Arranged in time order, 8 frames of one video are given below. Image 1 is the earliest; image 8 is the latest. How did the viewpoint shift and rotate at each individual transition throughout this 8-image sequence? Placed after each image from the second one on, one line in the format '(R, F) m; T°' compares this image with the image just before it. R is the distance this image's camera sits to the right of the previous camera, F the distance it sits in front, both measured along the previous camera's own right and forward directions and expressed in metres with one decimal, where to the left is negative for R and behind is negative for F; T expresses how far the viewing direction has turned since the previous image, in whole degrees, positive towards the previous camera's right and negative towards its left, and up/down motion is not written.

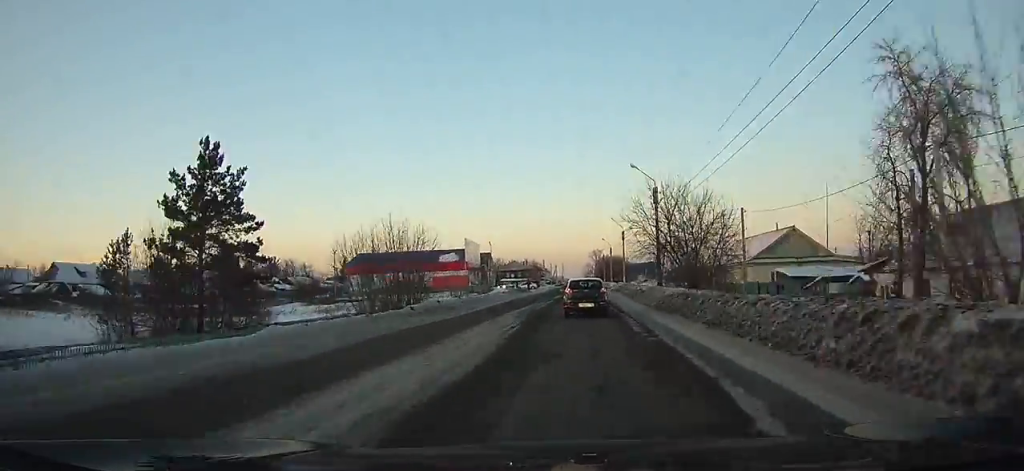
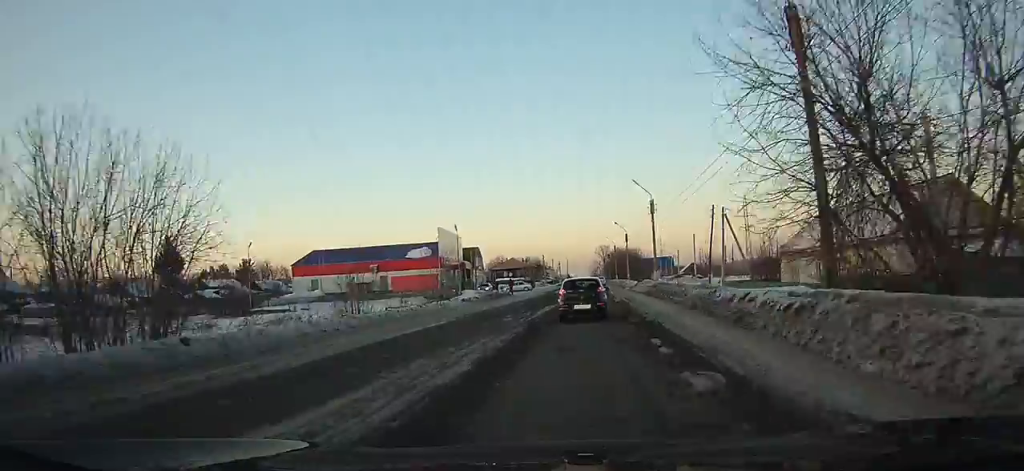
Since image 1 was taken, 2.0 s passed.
(-0.1, +23.5) m; -1°
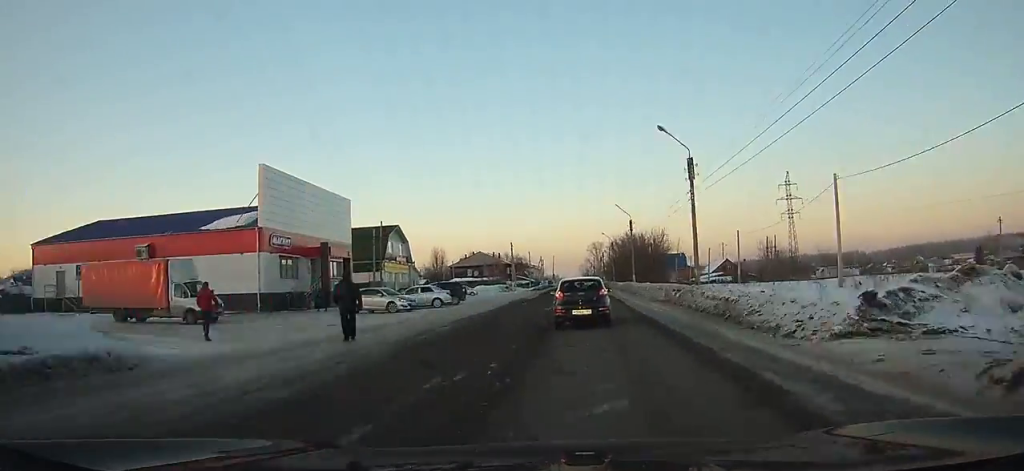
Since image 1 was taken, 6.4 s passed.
(-0.6, +48.9) m; -1°
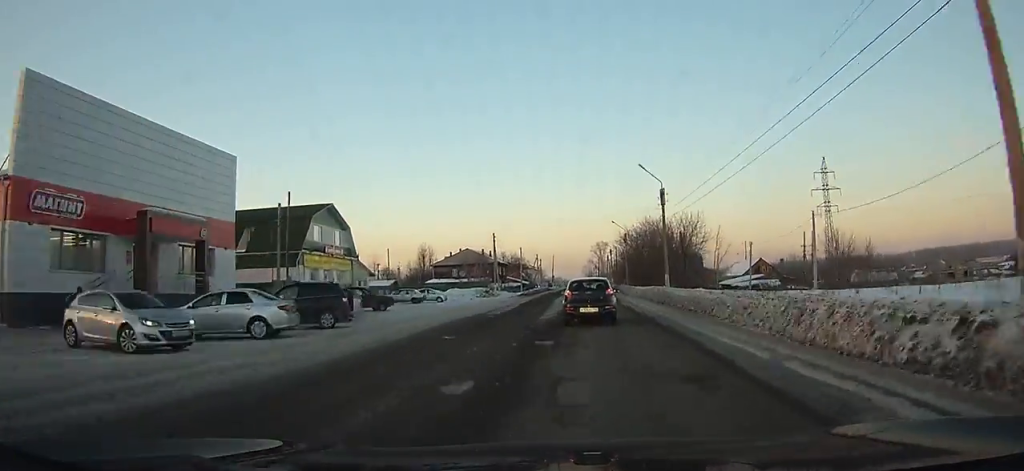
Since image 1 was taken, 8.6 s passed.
(-0.3, +22.8) m; +1°
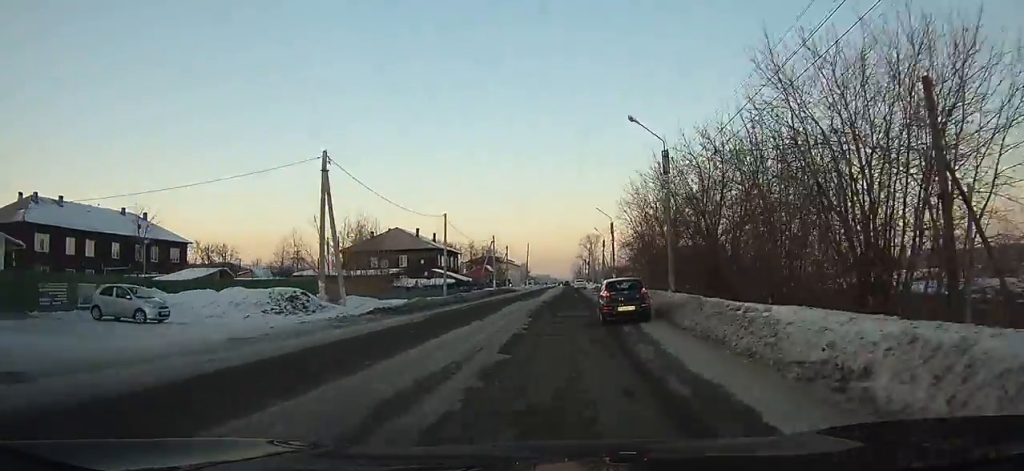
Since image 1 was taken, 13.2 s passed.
(+1.4, +46.5) m; +2°
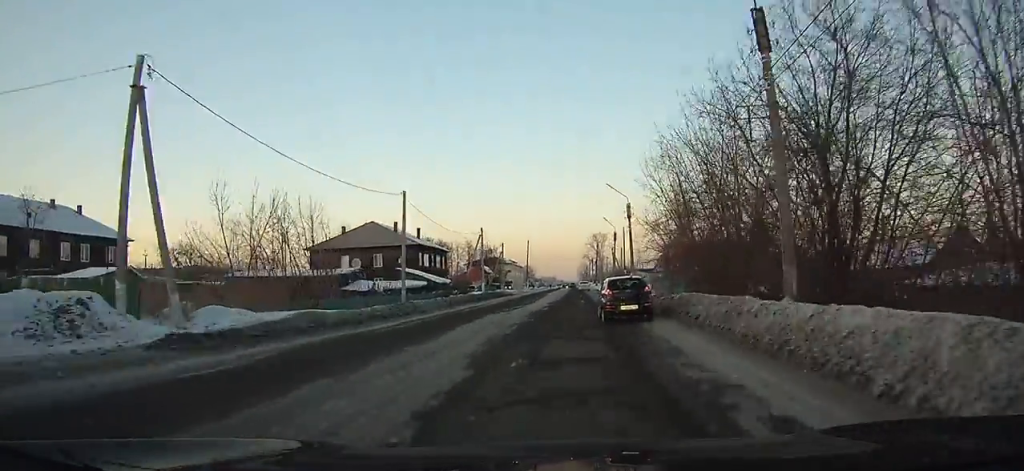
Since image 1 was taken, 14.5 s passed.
(-0.1, +13.1) m; 0°
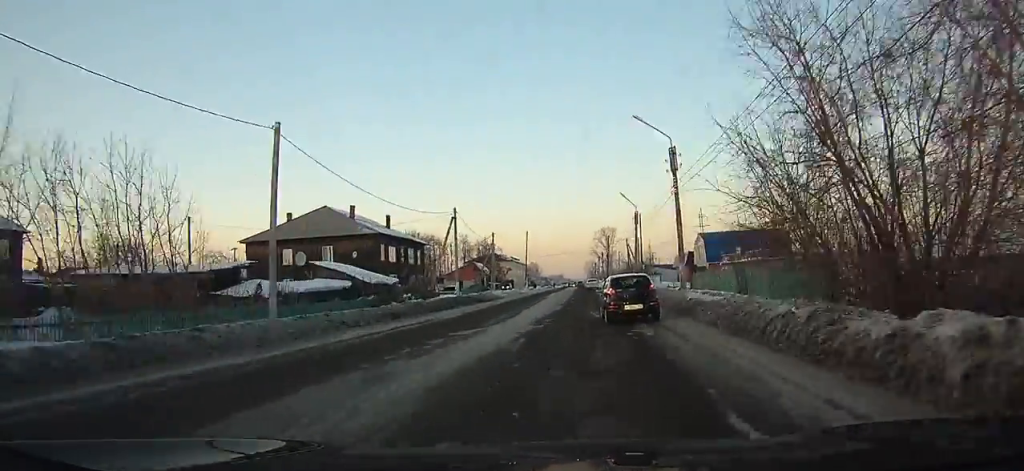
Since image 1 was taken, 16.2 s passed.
(0.0, +17.2) m; 0°
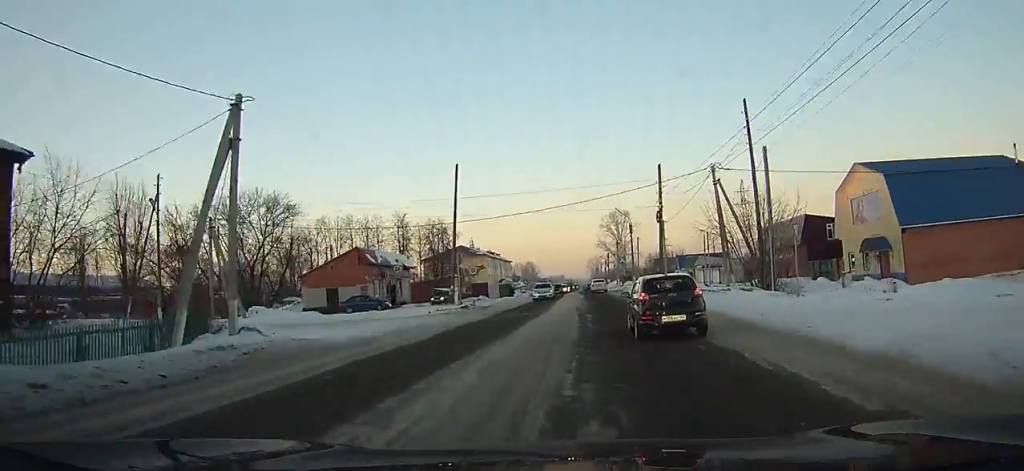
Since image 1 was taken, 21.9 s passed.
(-0.7, +56.1) m; -1°
